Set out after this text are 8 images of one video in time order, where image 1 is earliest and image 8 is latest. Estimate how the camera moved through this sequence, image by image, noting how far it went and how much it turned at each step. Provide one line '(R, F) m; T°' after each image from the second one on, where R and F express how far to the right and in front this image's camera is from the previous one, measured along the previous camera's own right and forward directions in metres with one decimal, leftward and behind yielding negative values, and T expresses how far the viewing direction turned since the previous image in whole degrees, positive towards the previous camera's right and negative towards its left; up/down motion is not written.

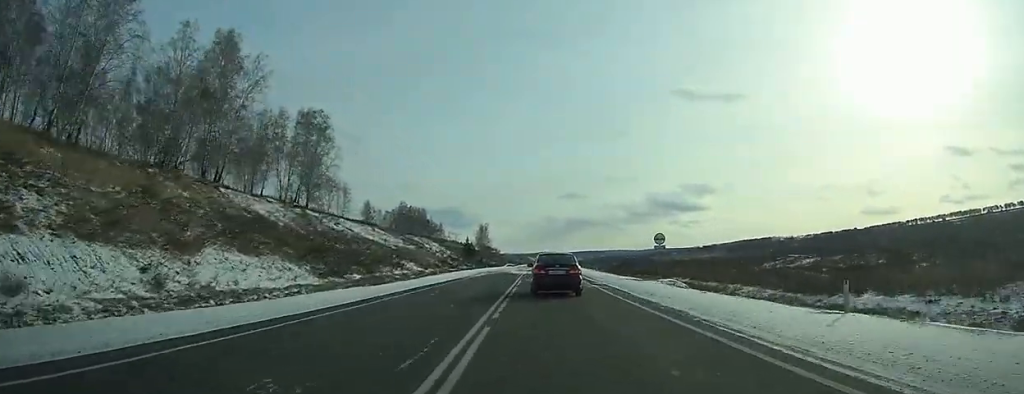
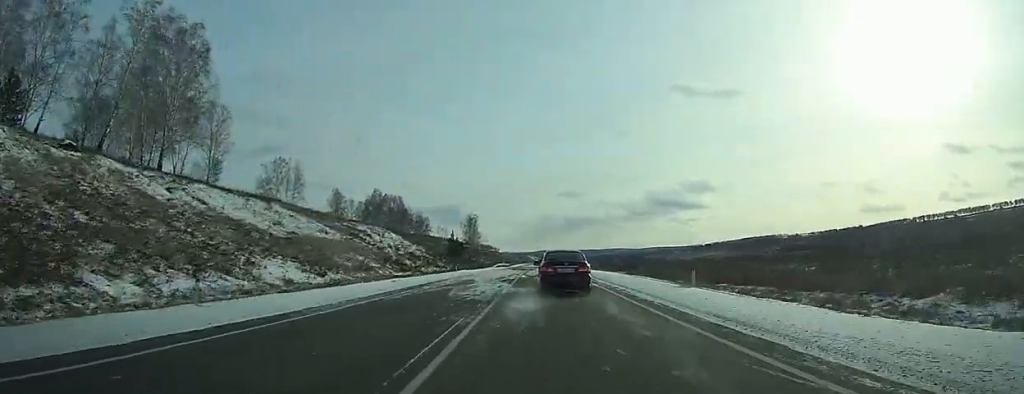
(+0.1, +35.7) m; 0°
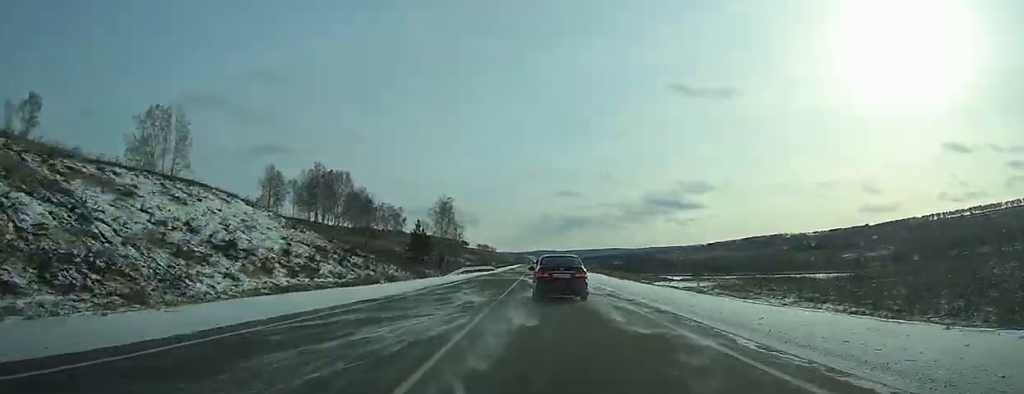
(+0.3, +51.0) m; +1°
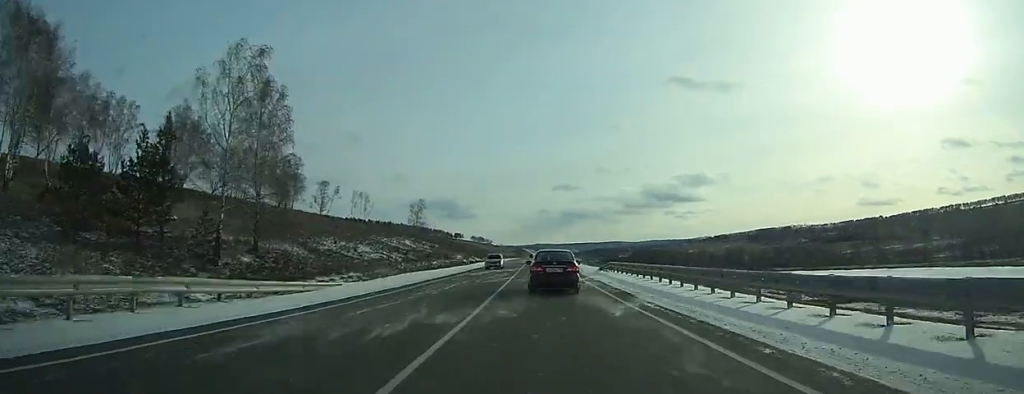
(+0.5, +96.2) m; 0°
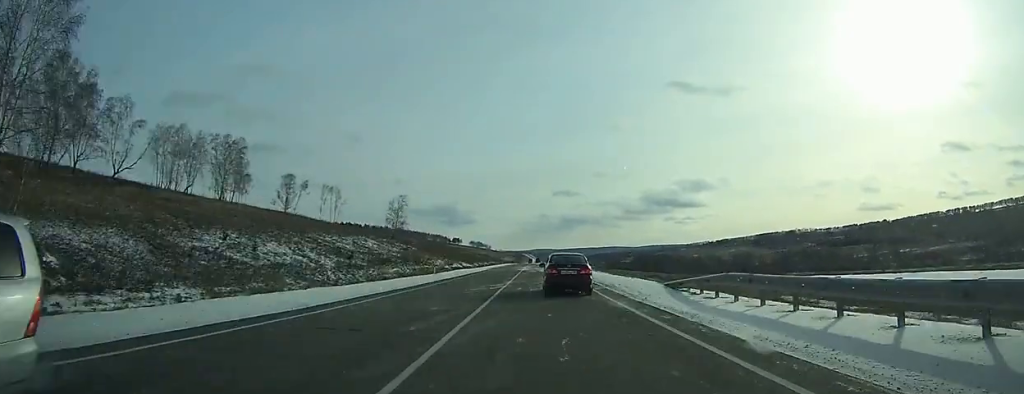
(0.0, +26.4) m; 0°
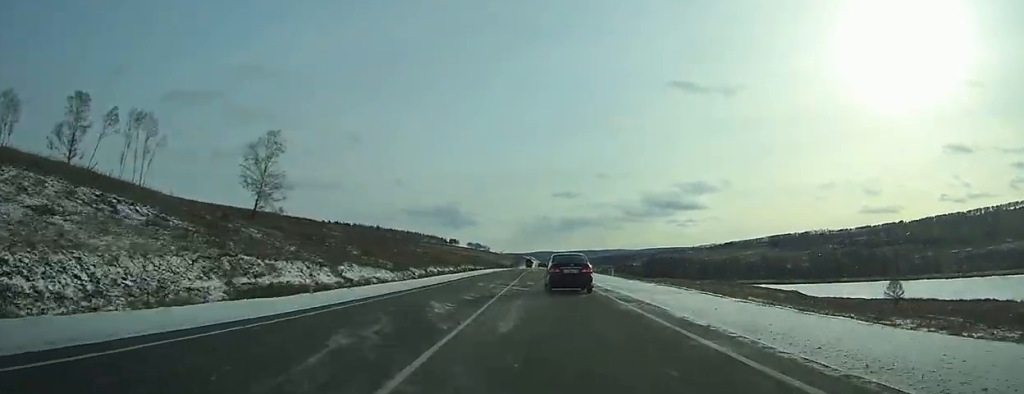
(-0.3, +77.2) m; 0°
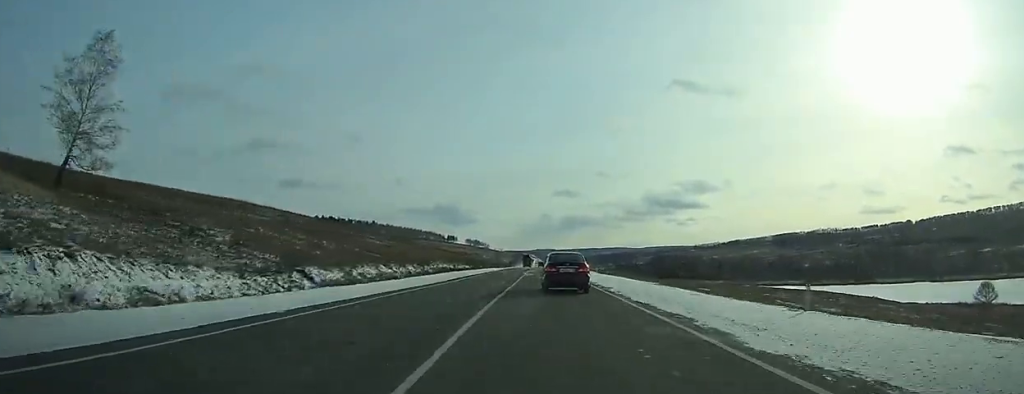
(0.0, +35.0) m; 0°
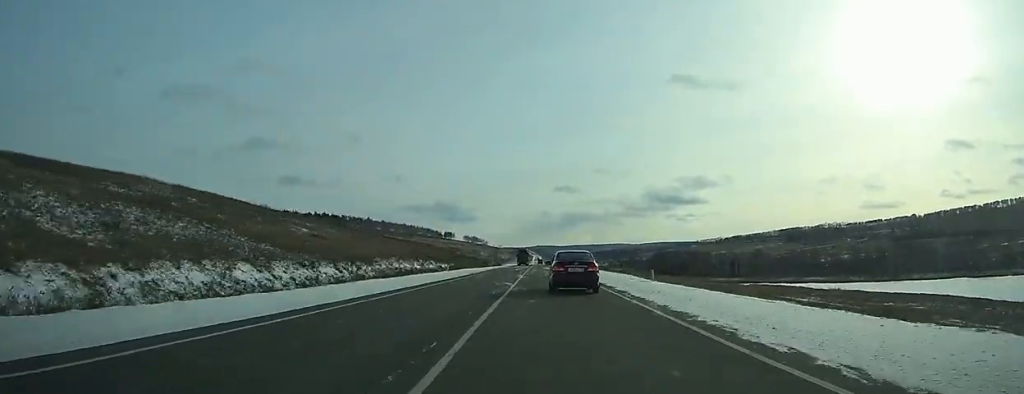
(-0.1, +31.5) m; 0°
